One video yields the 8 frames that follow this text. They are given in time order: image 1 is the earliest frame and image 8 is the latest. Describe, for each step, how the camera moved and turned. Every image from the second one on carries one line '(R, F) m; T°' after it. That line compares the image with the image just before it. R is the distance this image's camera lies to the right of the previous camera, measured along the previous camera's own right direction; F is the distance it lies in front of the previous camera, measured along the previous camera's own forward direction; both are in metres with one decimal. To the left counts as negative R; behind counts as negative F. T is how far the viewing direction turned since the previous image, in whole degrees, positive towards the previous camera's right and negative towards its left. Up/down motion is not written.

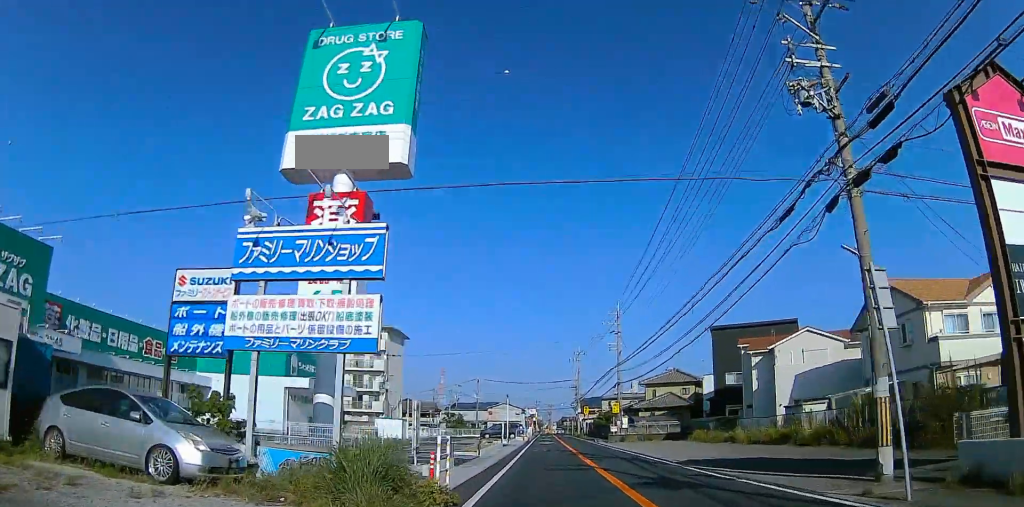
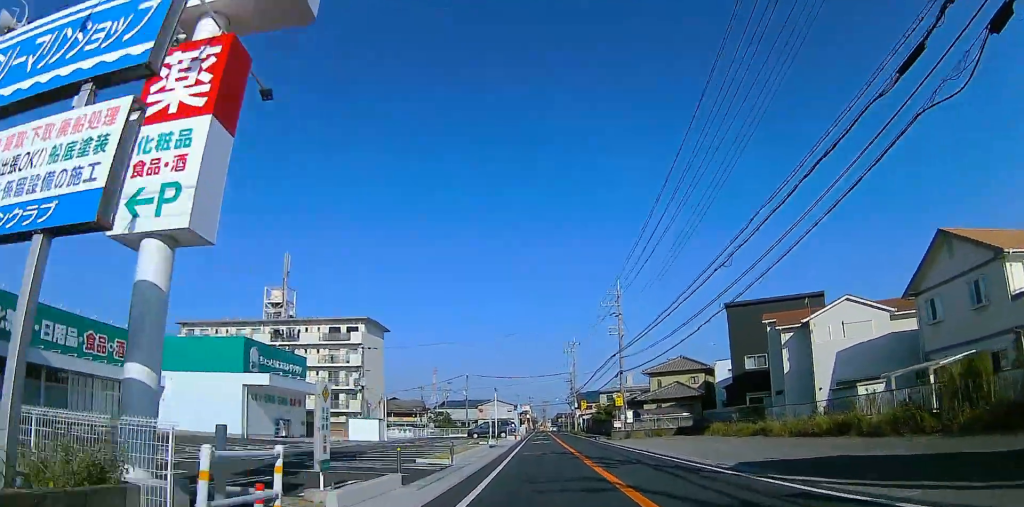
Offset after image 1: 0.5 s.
(+0.4, +6.9) m; 0°
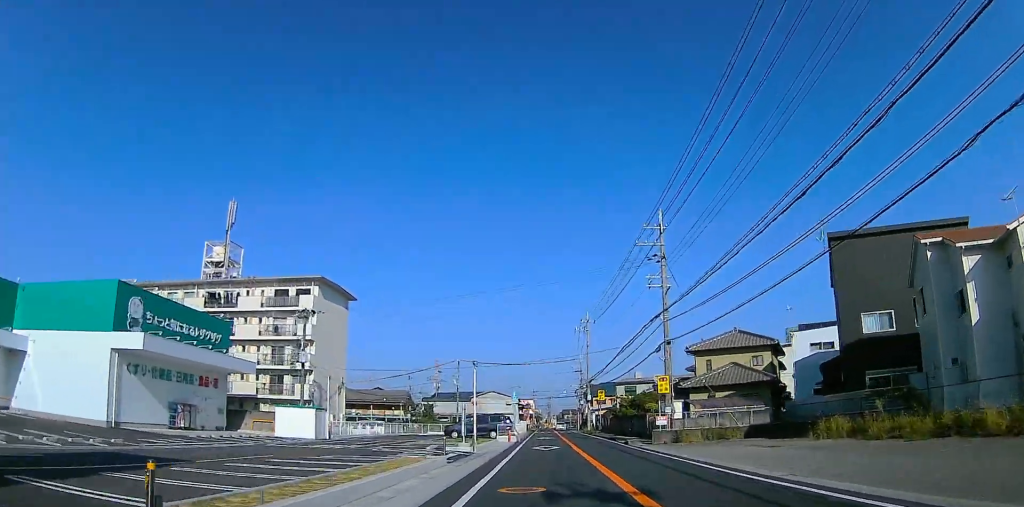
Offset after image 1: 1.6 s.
(-0.1, +17.0) m; 0°
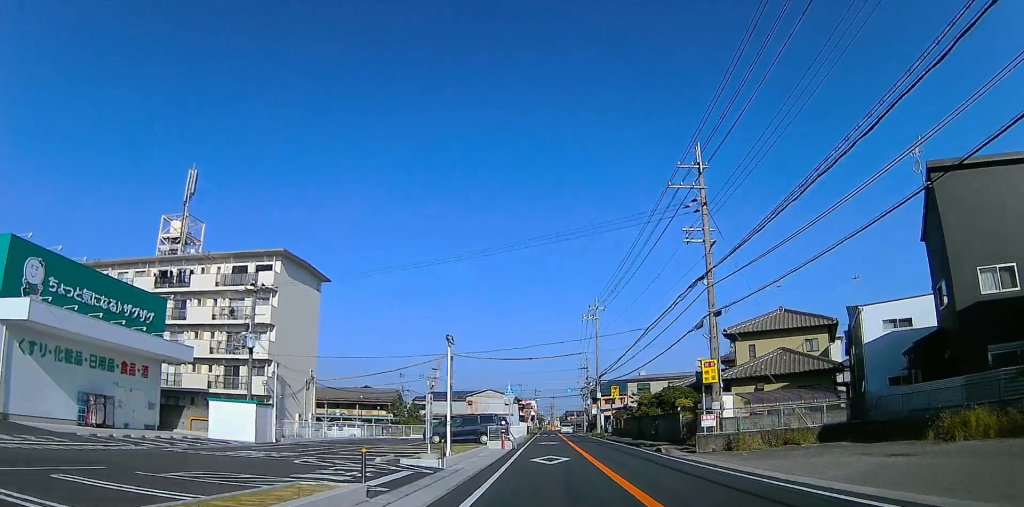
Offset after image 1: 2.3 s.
(0.0, +8.9) m; +1°
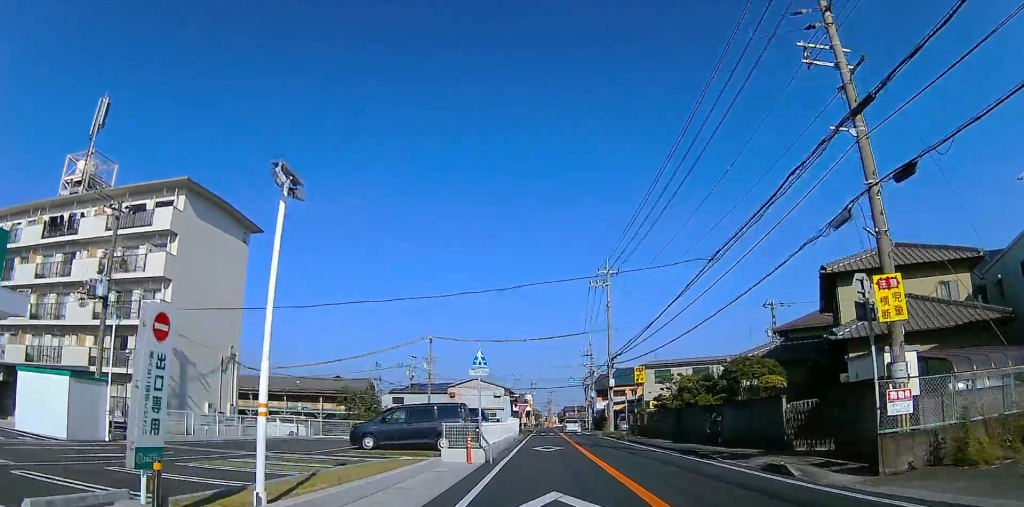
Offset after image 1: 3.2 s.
(+0.5, +13.5) m; +1°
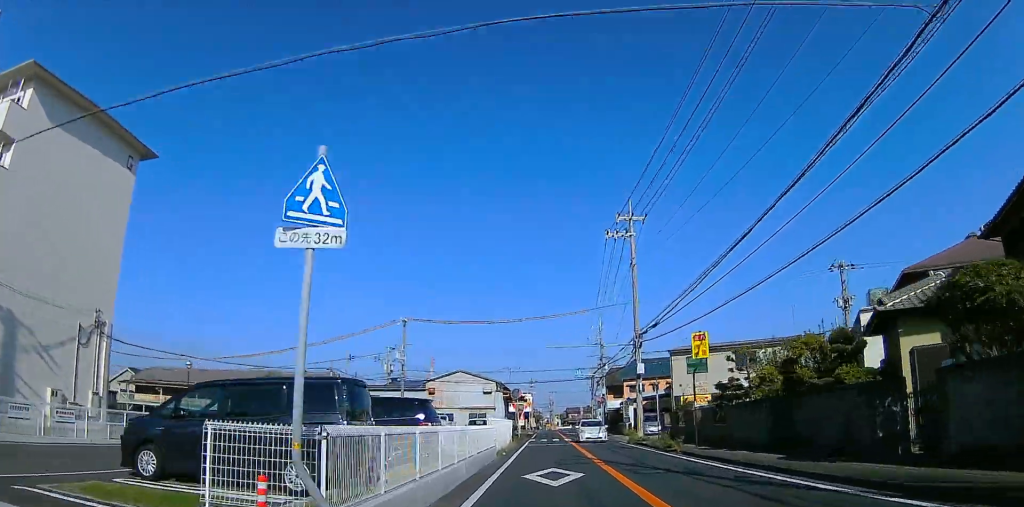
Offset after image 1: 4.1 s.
(-0.1, +13.4) m; -3°
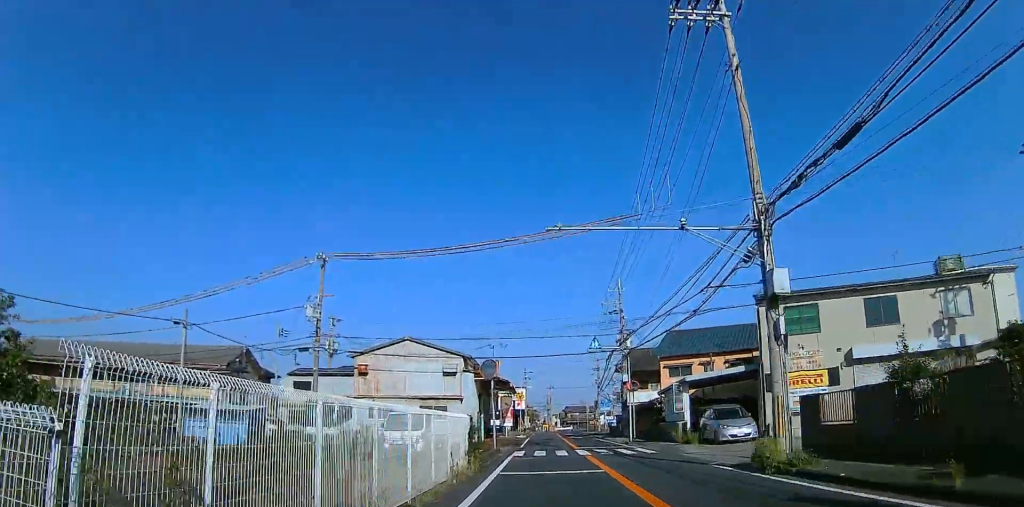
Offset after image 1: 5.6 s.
(-1.4, +20.7) m; -2°
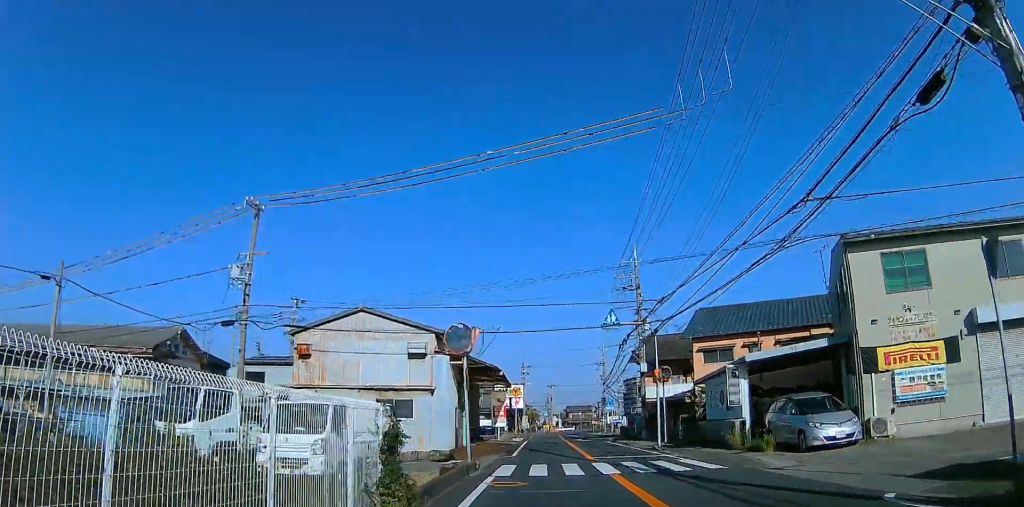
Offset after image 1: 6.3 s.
(+0.2, +9.1) m; +2°
